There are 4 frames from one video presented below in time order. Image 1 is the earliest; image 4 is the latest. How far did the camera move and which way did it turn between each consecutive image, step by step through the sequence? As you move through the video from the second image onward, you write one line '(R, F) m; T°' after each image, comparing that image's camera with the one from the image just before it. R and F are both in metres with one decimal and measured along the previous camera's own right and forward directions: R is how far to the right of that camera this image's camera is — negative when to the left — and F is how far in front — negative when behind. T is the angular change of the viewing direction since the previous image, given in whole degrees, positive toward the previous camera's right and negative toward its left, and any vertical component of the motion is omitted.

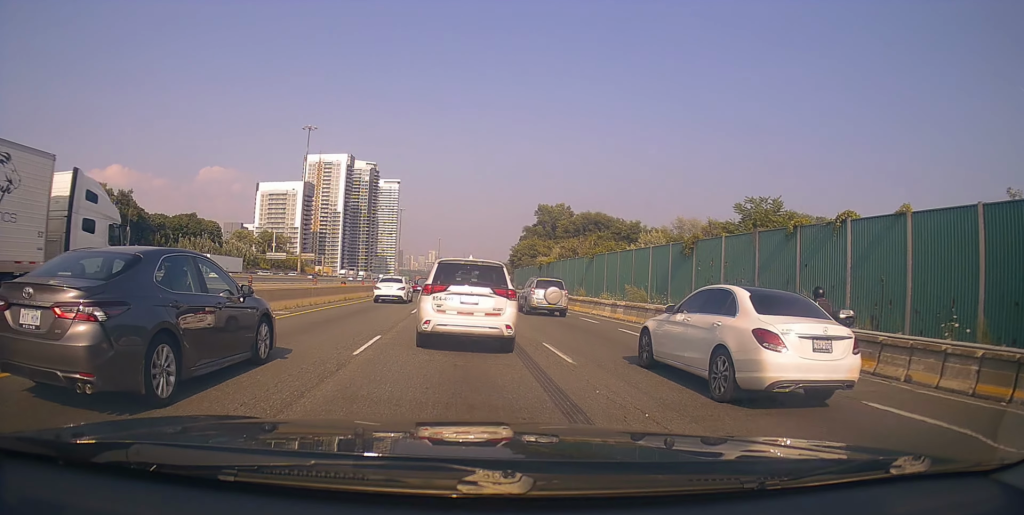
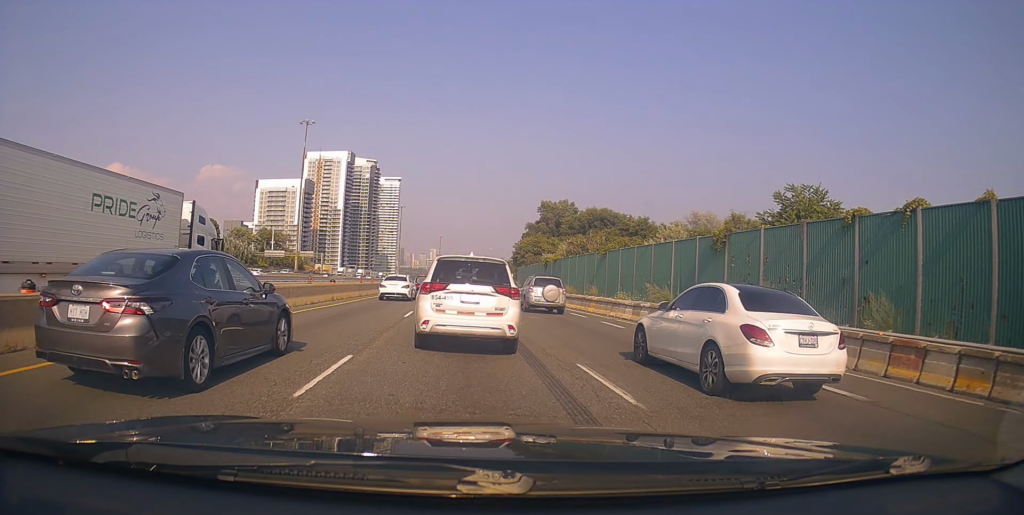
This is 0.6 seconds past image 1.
(-0.5, +2.8) m; -3°
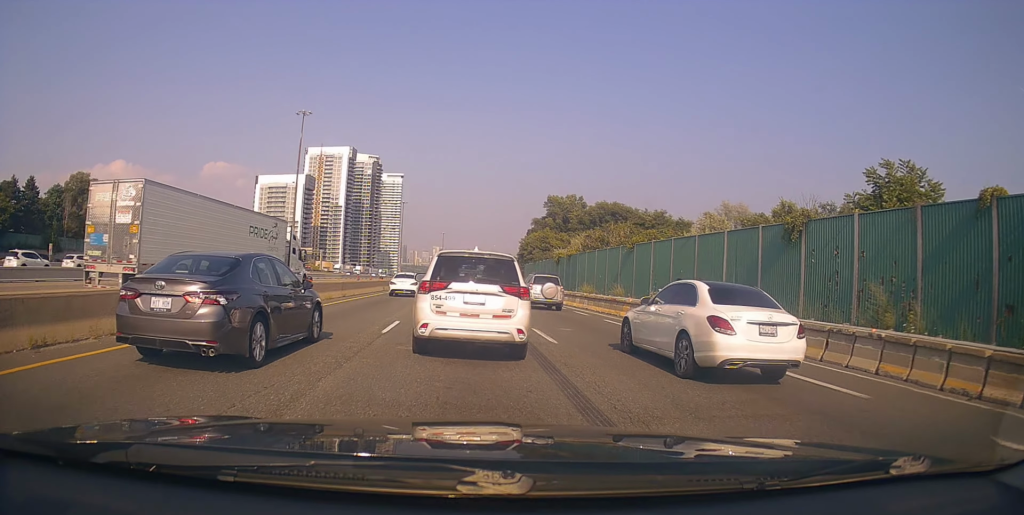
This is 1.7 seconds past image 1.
(-0.1, +5.5) m; +3°
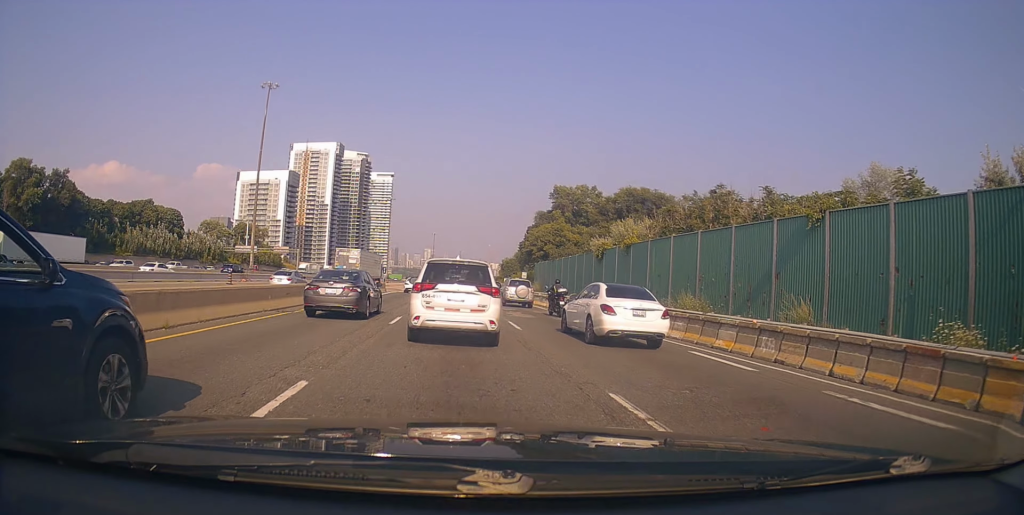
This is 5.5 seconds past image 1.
(+0.9, +20.0) m; +4°
